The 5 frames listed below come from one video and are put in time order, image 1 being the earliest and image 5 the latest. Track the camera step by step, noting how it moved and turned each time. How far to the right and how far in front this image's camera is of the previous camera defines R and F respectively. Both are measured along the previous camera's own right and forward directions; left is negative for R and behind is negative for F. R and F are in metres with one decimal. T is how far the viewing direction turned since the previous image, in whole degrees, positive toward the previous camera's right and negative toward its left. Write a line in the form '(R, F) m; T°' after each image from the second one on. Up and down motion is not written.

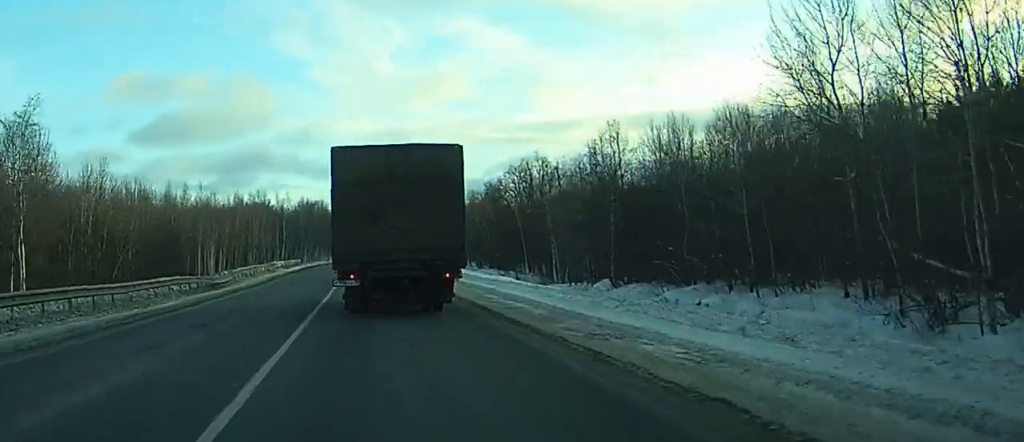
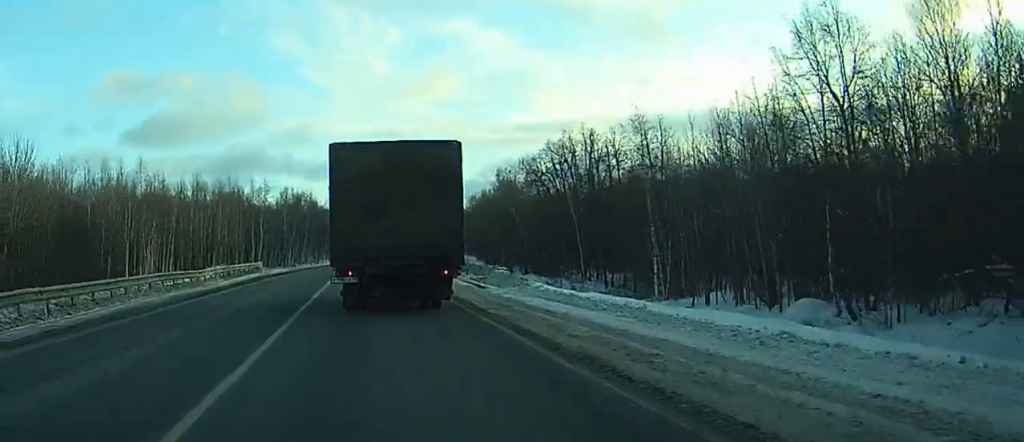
(-2.2, +34.1) m; -2°
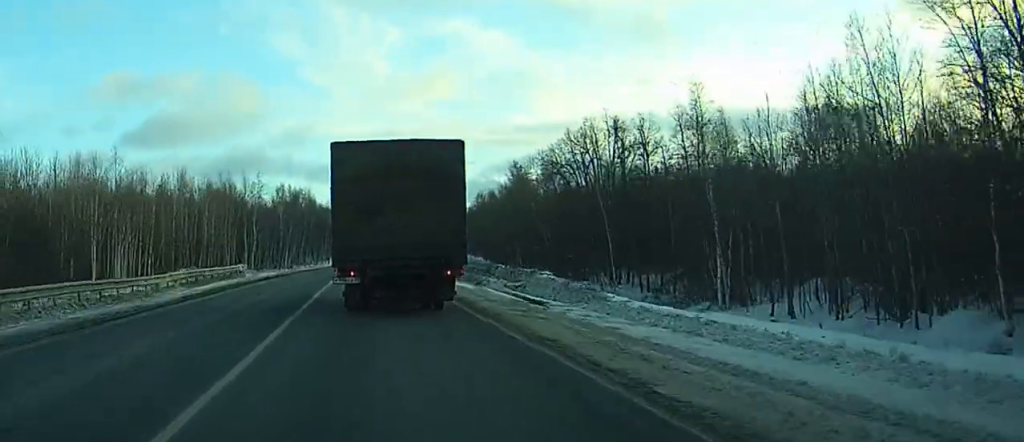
(+1.0, +10.8) m; +2°
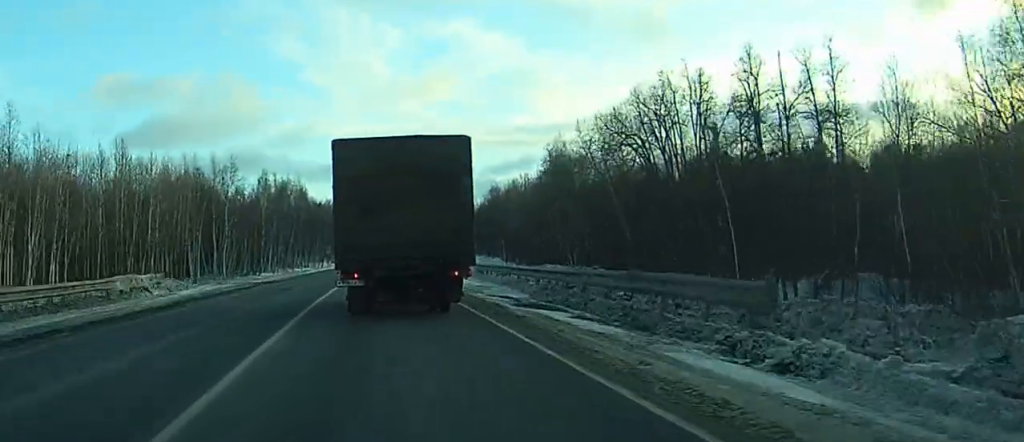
(+0.4, +27.6) m; +1°
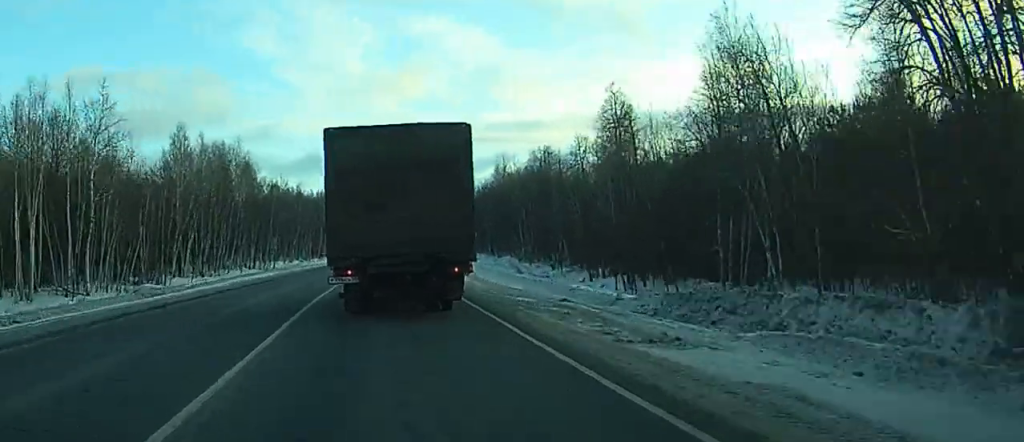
(+0.3, +47.0) m; 0°
